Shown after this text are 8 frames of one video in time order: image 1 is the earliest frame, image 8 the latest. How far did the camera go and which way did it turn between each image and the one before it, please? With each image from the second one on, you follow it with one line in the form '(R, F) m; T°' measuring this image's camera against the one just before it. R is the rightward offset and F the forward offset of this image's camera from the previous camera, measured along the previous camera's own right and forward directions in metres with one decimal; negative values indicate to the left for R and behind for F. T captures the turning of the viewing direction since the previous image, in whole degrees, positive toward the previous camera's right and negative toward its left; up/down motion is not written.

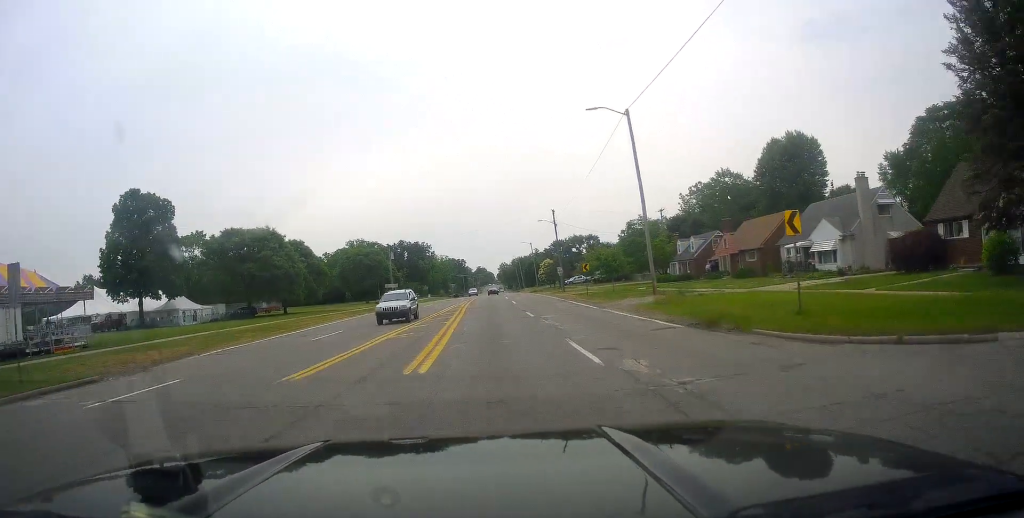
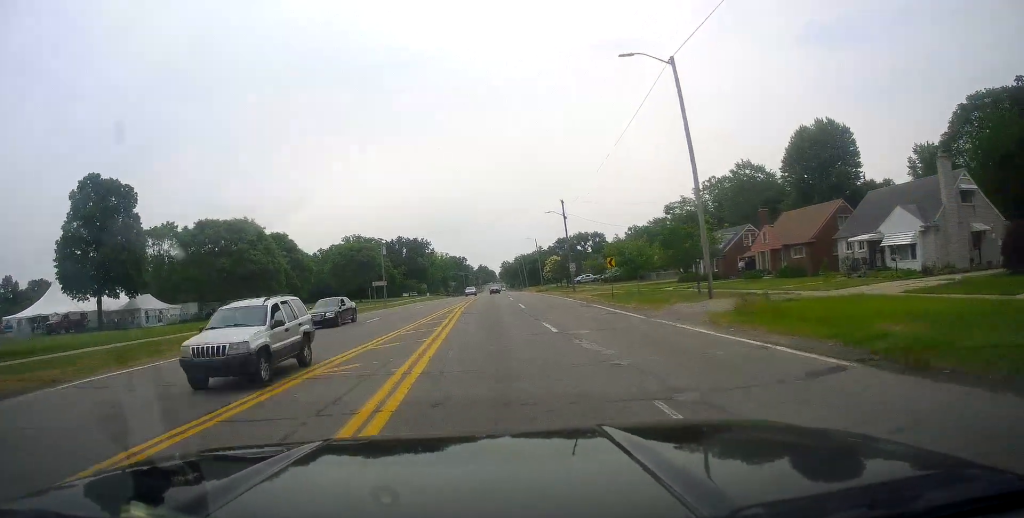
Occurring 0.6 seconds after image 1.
(0.0, +9.1) m; 0°
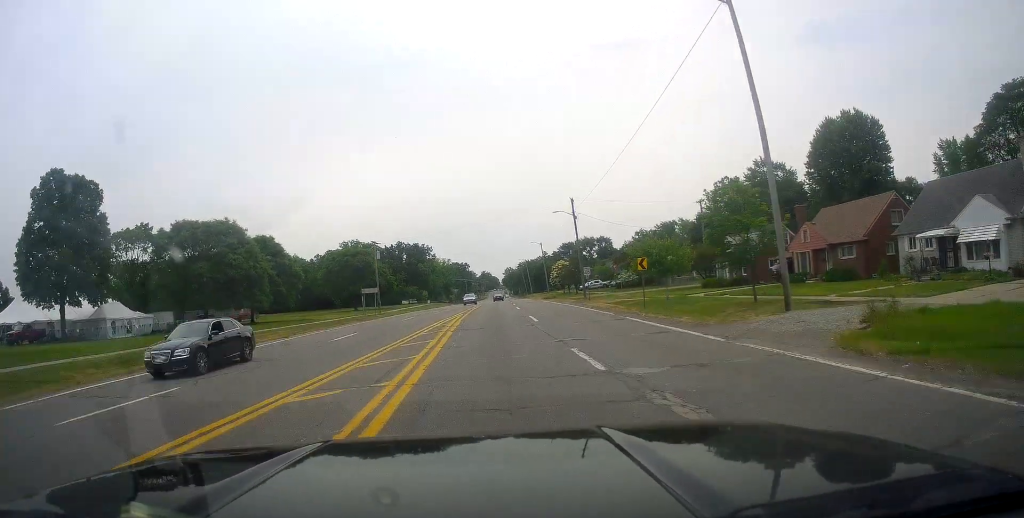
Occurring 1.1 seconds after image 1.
(0.0, +7.2) m; 0°
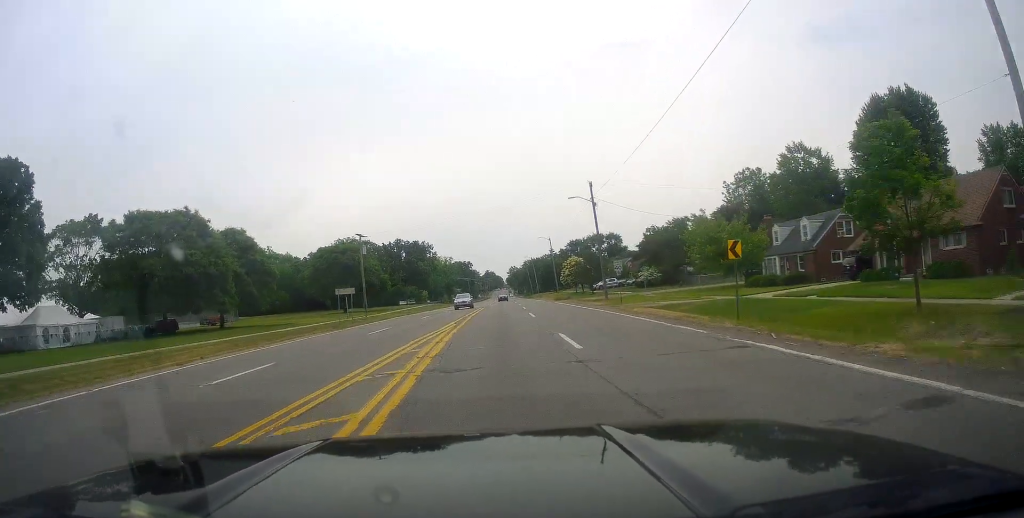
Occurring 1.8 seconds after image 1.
(+0.1, +11.6) m; -1°
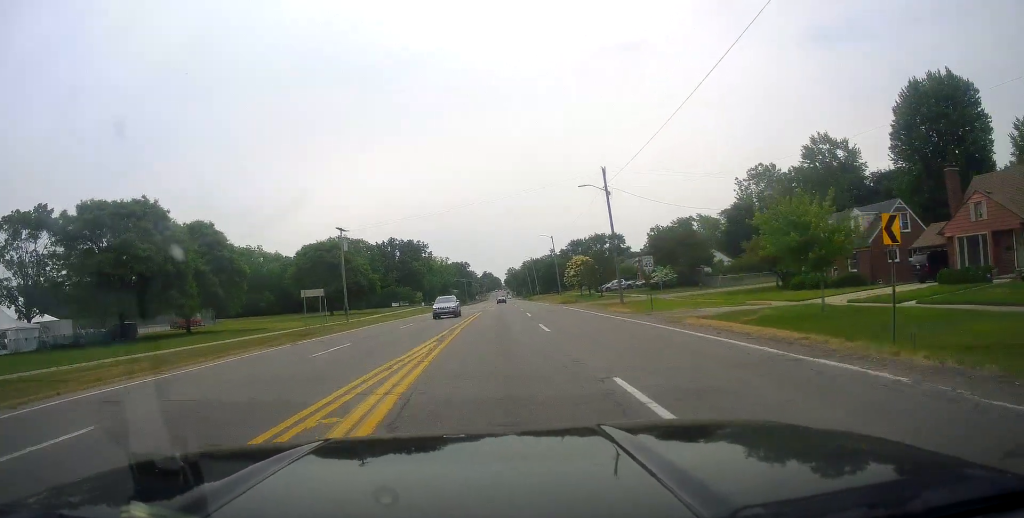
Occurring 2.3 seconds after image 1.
(-0.3, +8.6) m; 0°
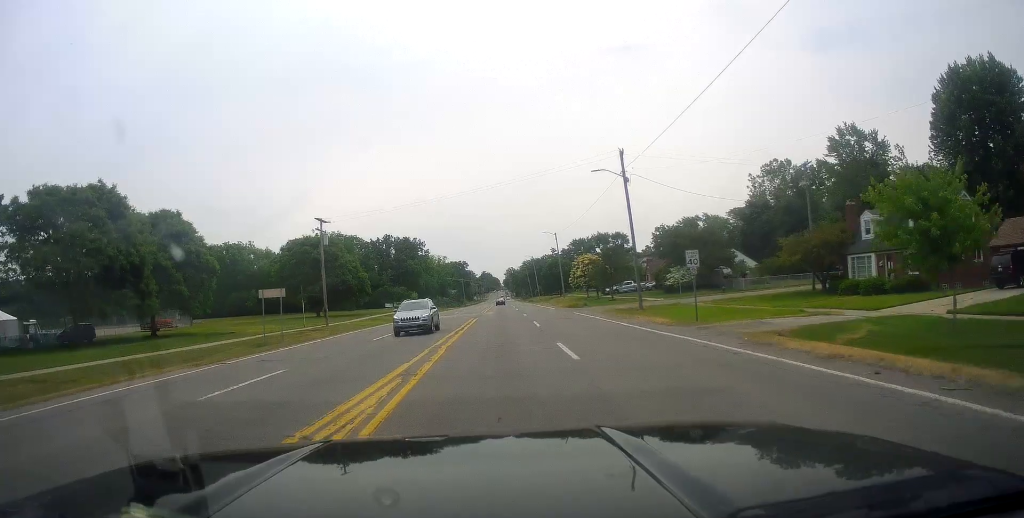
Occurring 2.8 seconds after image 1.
(-0.3, +7.5) m; 0°
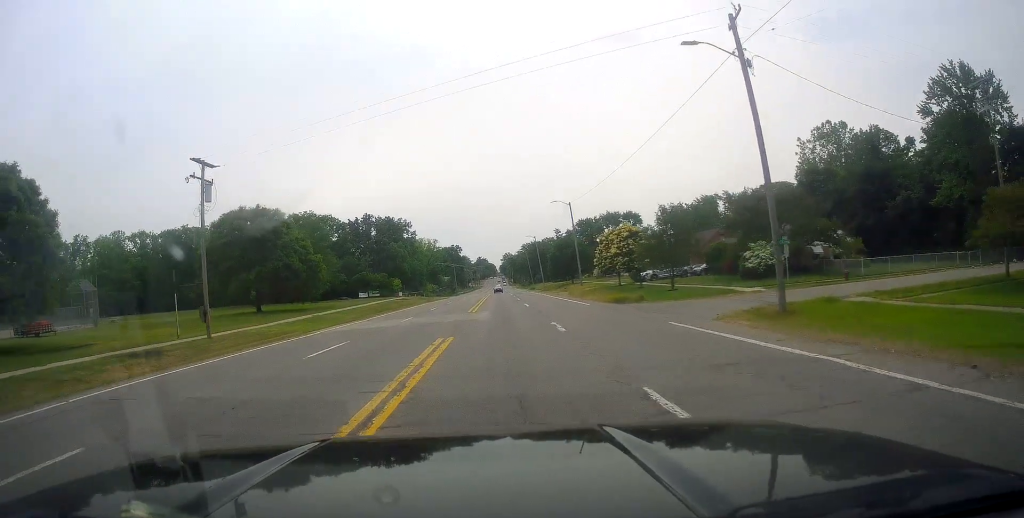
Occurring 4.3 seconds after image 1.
(+0.8, +24.0) m; +2°
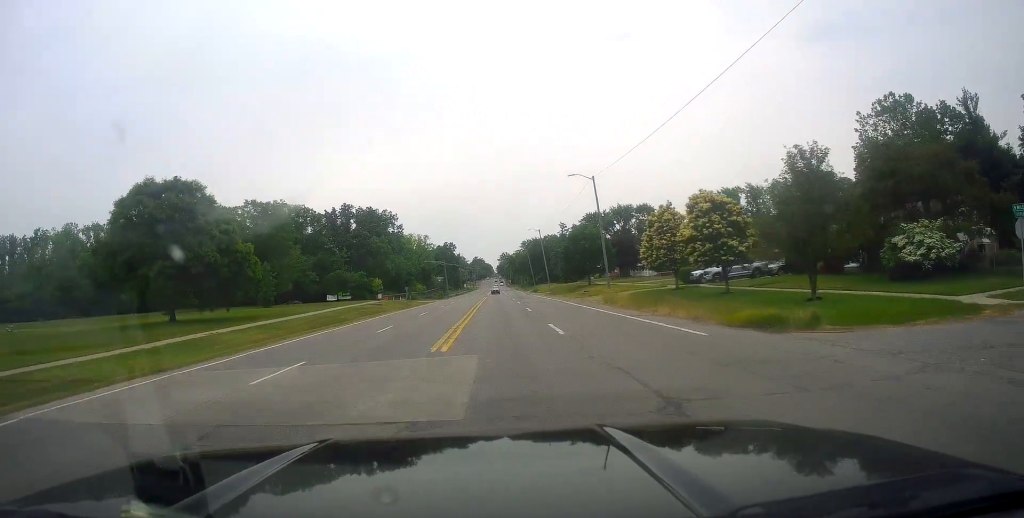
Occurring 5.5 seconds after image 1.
(0.0, +20.7) m; -1°
